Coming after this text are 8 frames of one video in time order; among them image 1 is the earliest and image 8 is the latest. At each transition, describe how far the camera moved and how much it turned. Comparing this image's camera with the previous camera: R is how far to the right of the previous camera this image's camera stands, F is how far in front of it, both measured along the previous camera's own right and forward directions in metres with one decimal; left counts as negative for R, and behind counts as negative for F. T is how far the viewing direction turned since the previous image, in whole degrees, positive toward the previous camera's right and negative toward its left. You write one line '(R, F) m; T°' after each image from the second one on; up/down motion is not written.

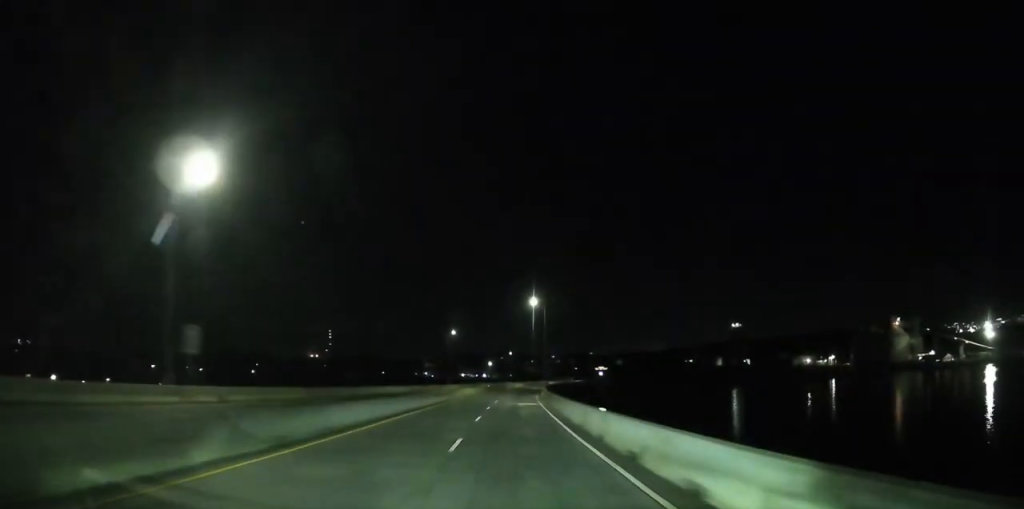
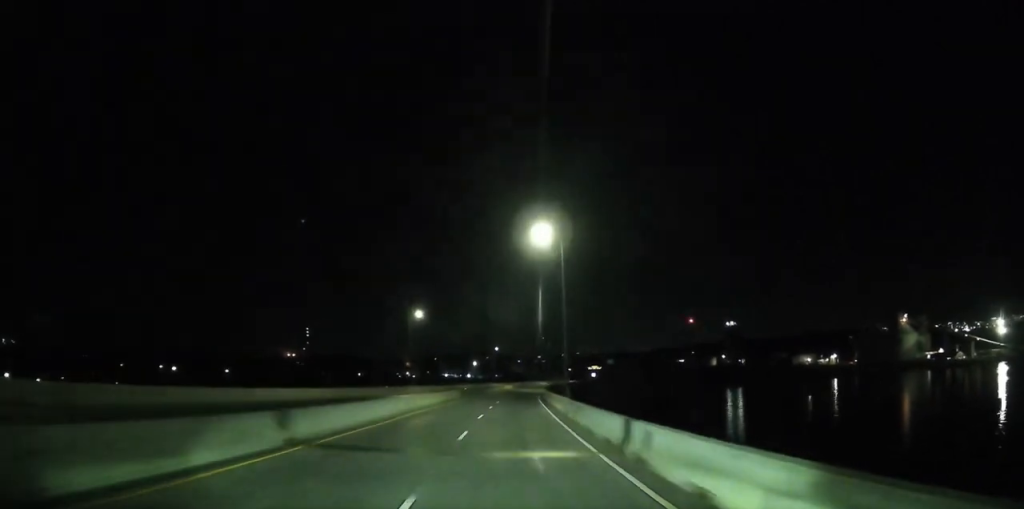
(+0.6, +32.4) m; +1°
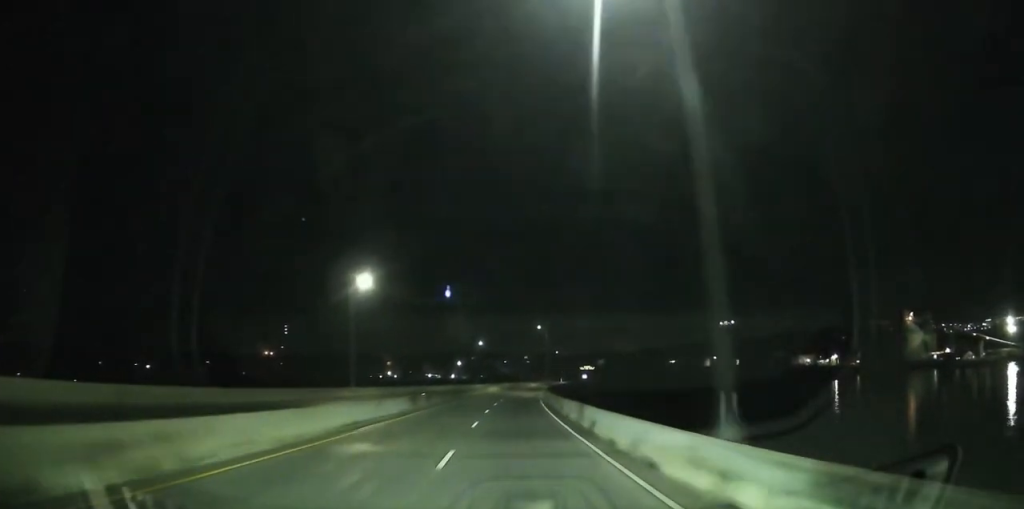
(+0.1, +27.7) m; +1°
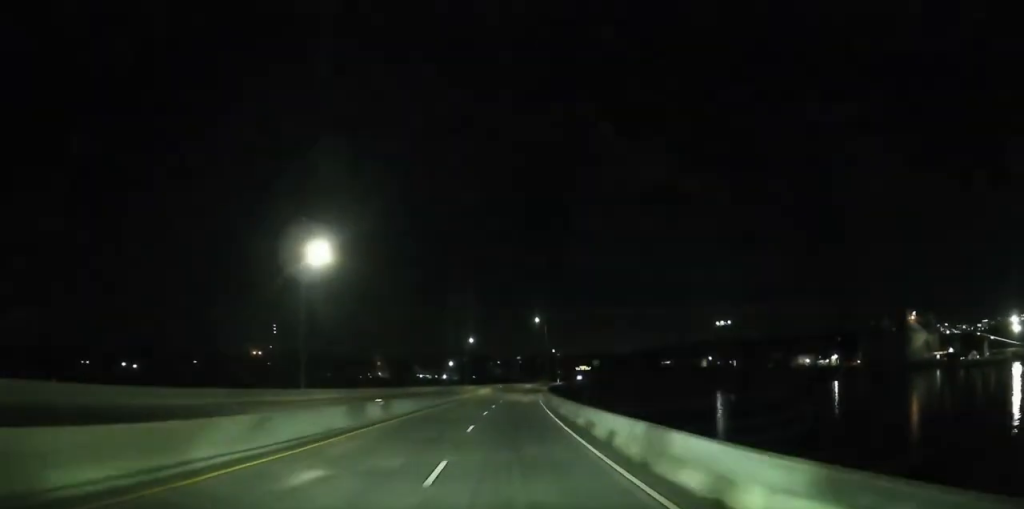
(+0.1, +13.3) m; +1°
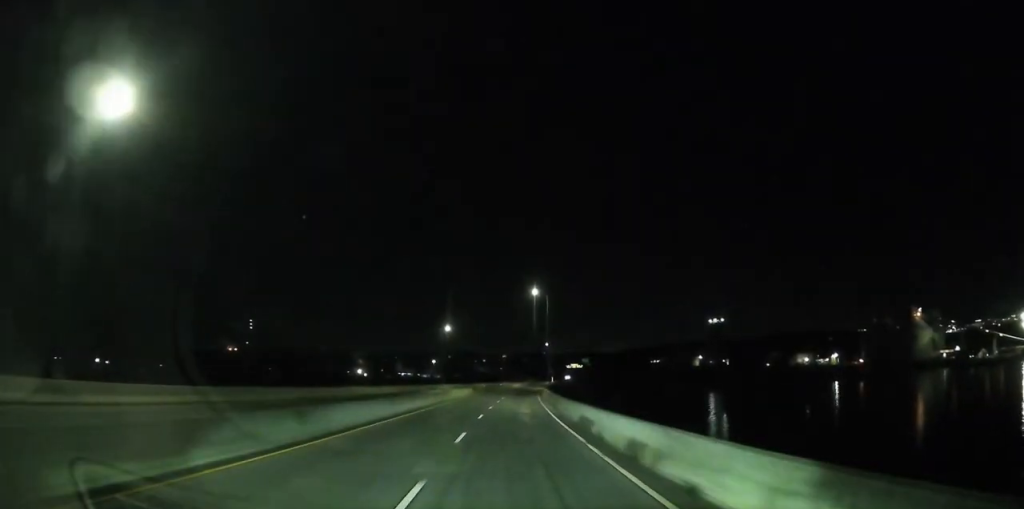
(+0.4, +26.4) m; +1°
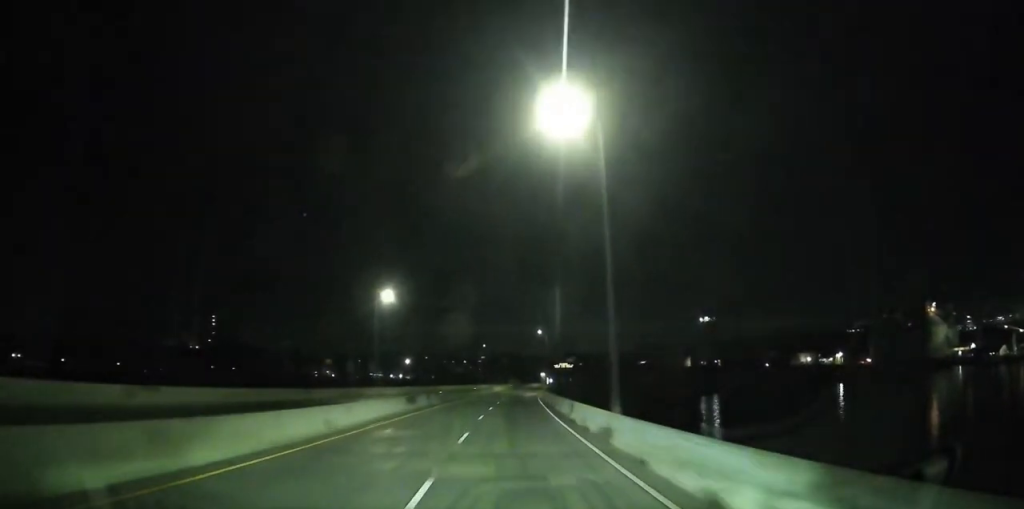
(+0.5, +42.4) m; +2°
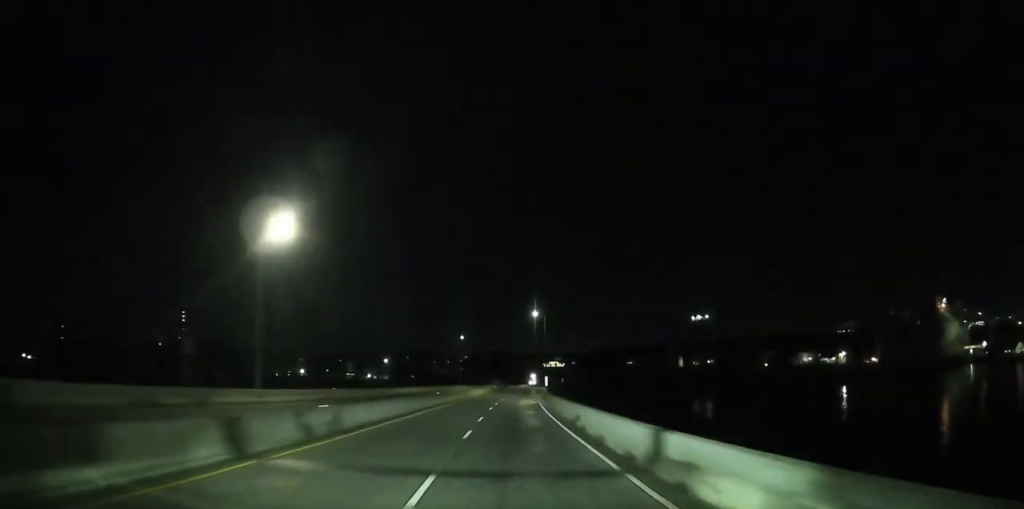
(+0.7, +30.2) m; +2°
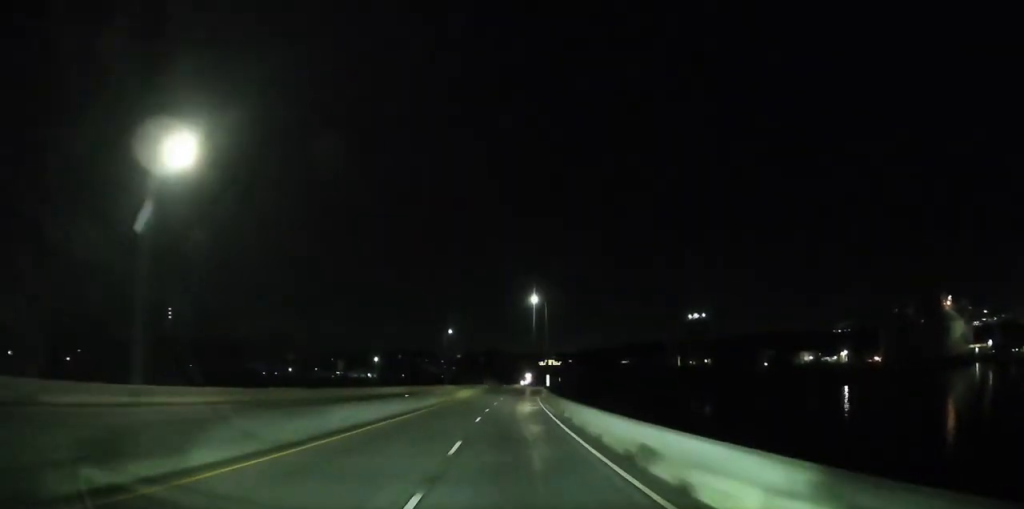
(+0.1, +13.3) m; 0°
